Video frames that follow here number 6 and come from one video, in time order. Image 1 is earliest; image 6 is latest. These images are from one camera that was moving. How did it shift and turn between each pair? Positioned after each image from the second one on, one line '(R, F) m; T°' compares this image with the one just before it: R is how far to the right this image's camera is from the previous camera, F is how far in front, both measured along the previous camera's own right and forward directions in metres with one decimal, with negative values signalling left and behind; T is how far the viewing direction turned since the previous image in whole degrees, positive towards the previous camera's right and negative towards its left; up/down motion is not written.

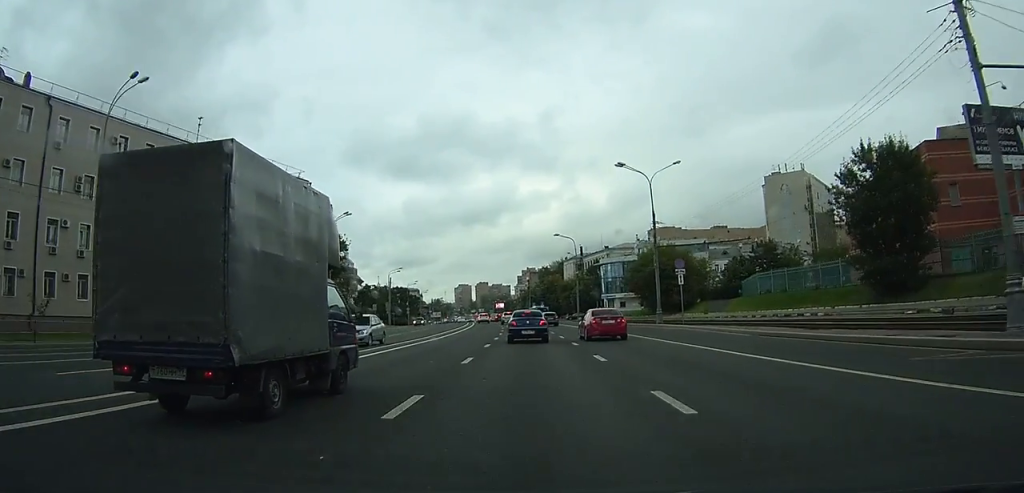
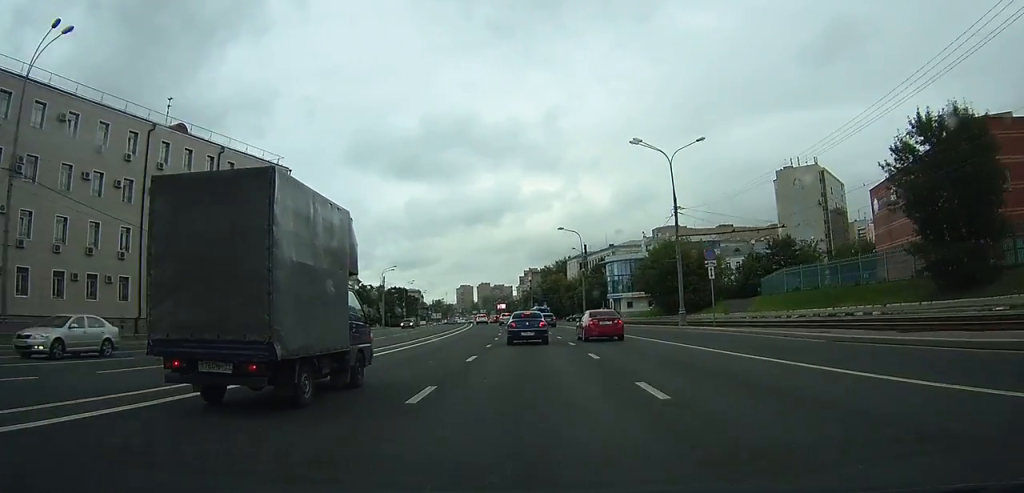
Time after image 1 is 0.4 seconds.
(0.0, +6.7) m; 0°
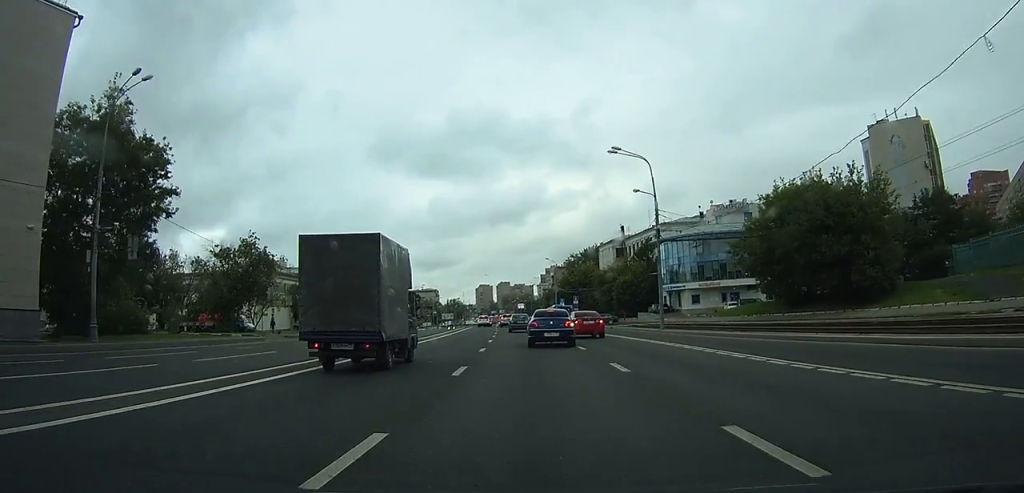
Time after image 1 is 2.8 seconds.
(-0.3, +36.6) m; -1°
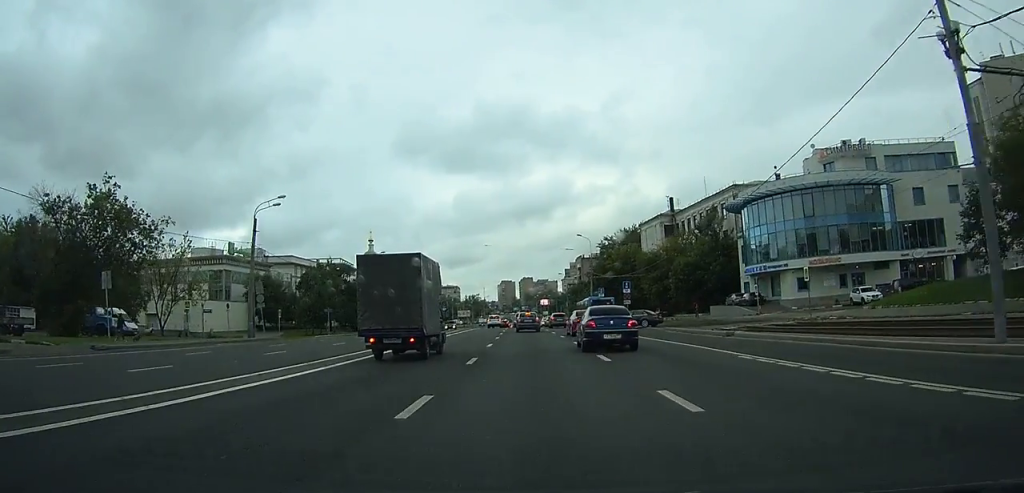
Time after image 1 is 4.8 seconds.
(-0.5, +30.0) m; -2°
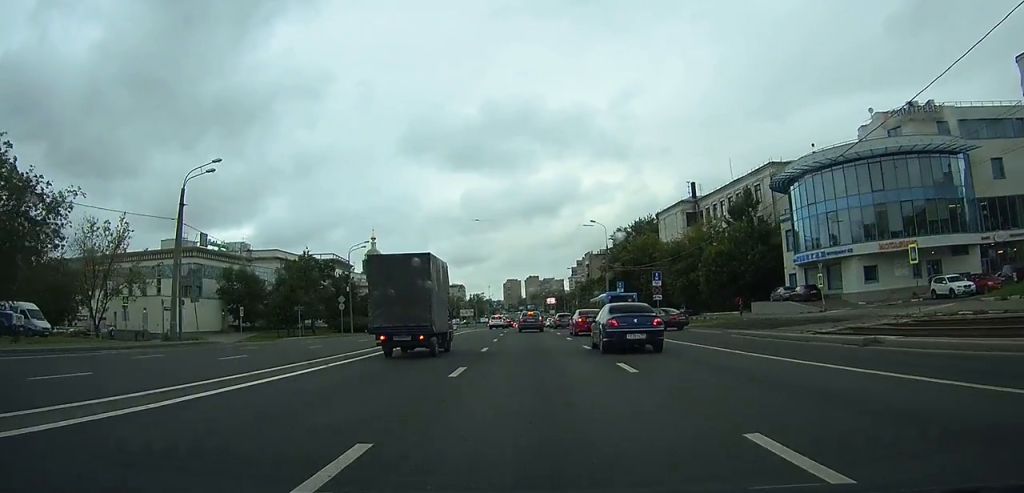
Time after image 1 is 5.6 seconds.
(-0.1, +11.9) m; -1°
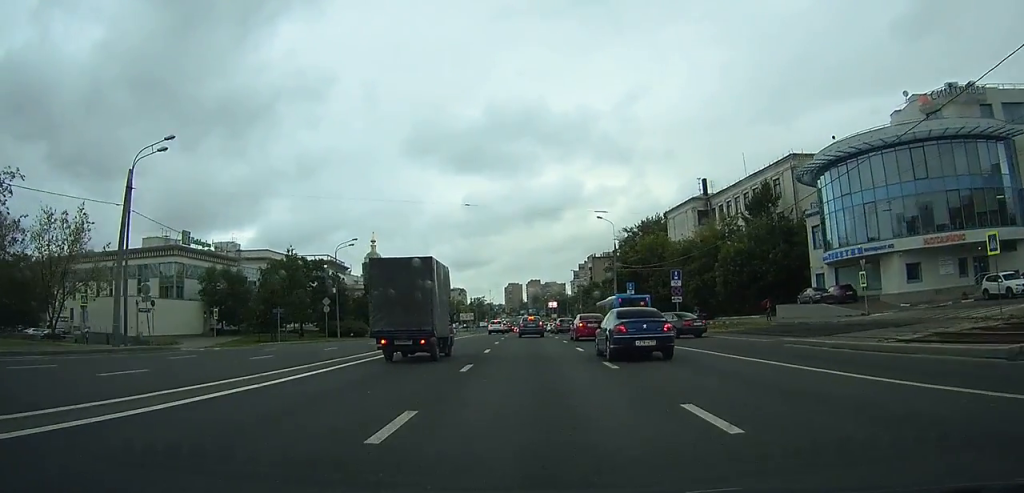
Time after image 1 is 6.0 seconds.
(0.0, +5.9) m; 0°
